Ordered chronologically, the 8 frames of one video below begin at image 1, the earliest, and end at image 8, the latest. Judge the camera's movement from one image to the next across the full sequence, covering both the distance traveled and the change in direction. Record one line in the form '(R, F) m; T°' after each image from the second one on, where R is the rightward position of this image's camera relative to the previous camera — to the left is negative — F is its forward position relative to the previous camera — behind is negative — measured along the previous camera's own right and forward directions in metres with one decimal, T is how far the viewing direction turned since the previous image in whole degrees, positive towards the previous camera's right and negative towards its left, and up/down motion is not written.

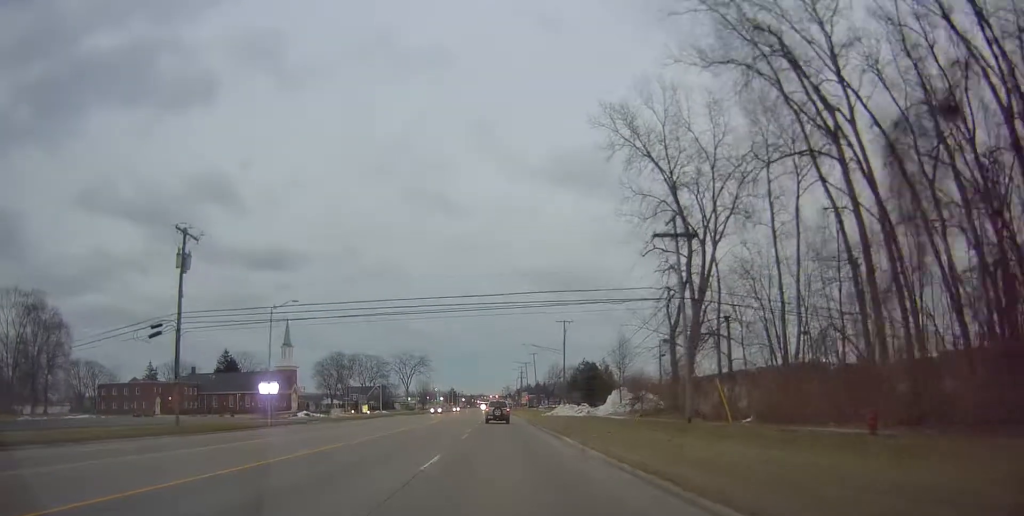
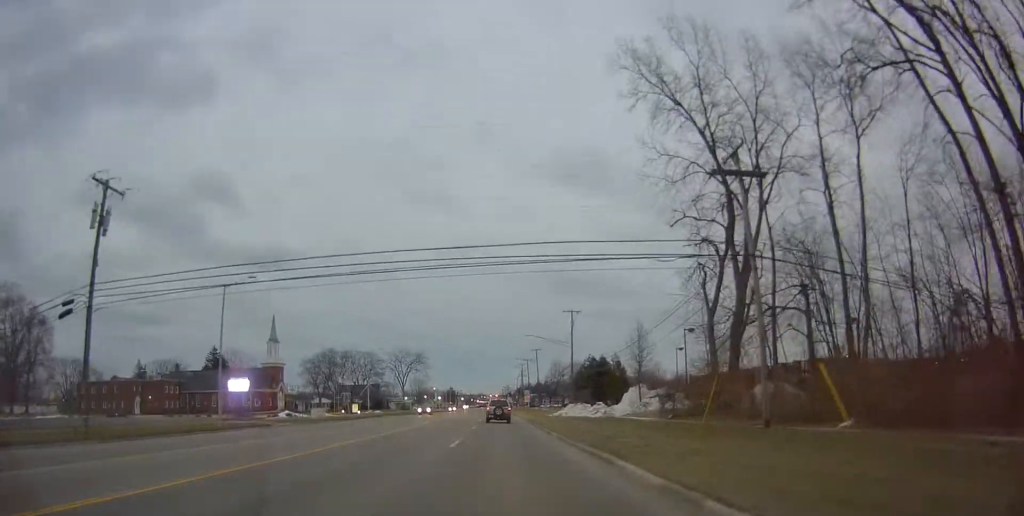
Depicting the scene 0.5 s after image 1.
(-0.1, +8.8) m; 0°
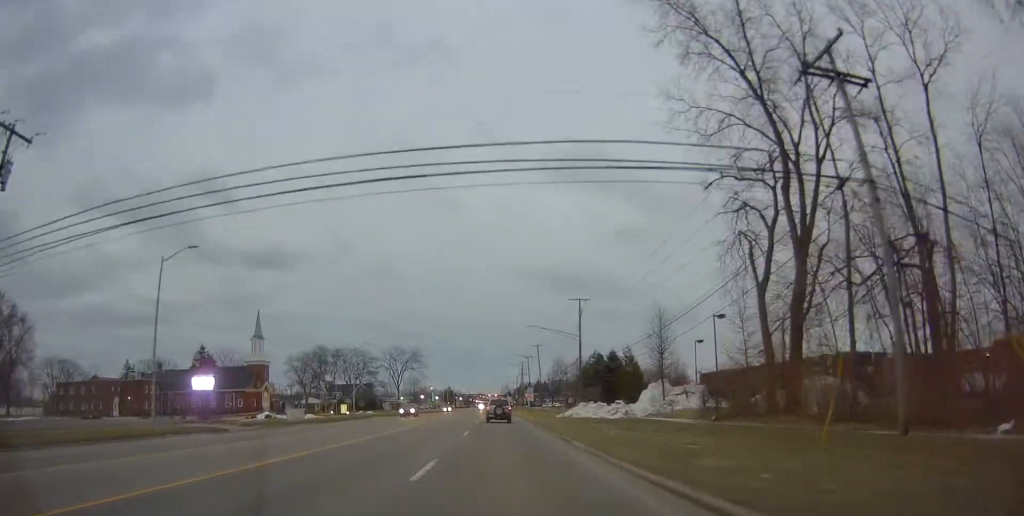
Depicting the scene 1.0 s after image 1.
(+0.3, +8.2) m; 0°
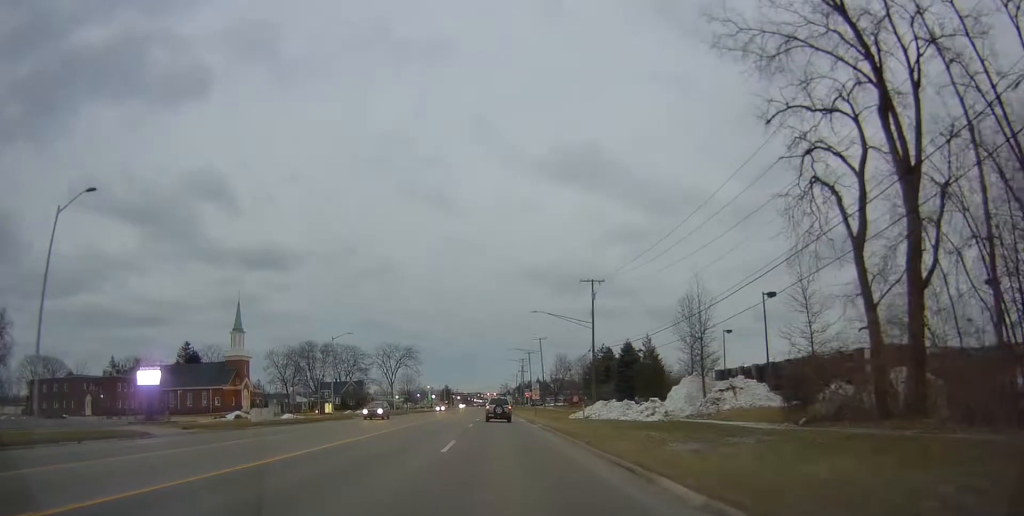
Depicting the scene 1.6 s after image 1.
(0.0, +9.7) m; 0°
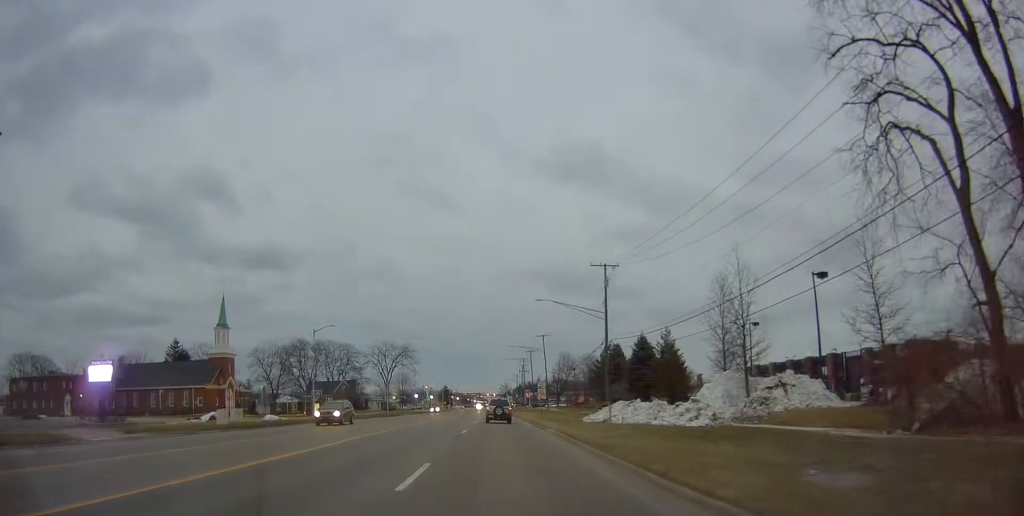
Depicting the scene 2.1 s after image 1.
(-0.2, +6.9) m; 0°
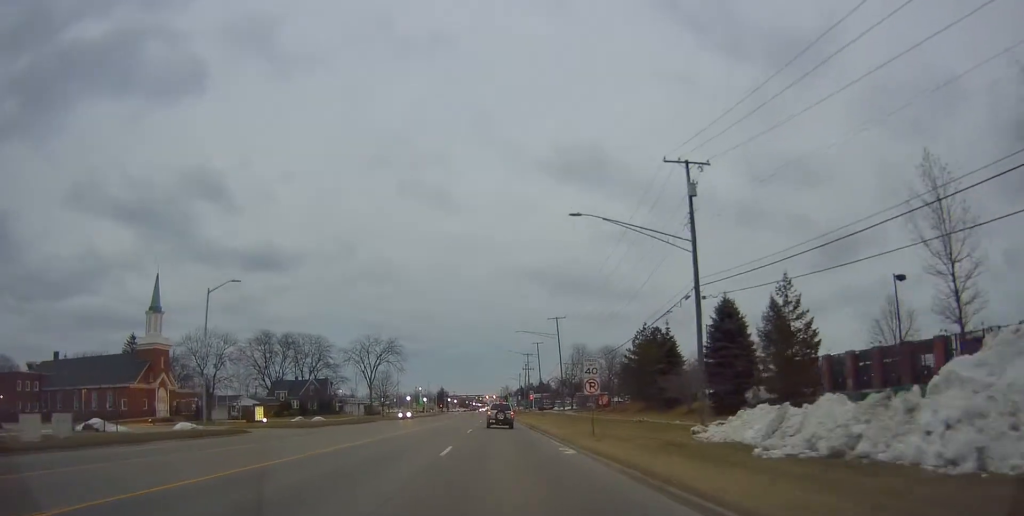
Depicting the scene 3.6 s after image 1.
(+0.3, +23.8) m; 0°
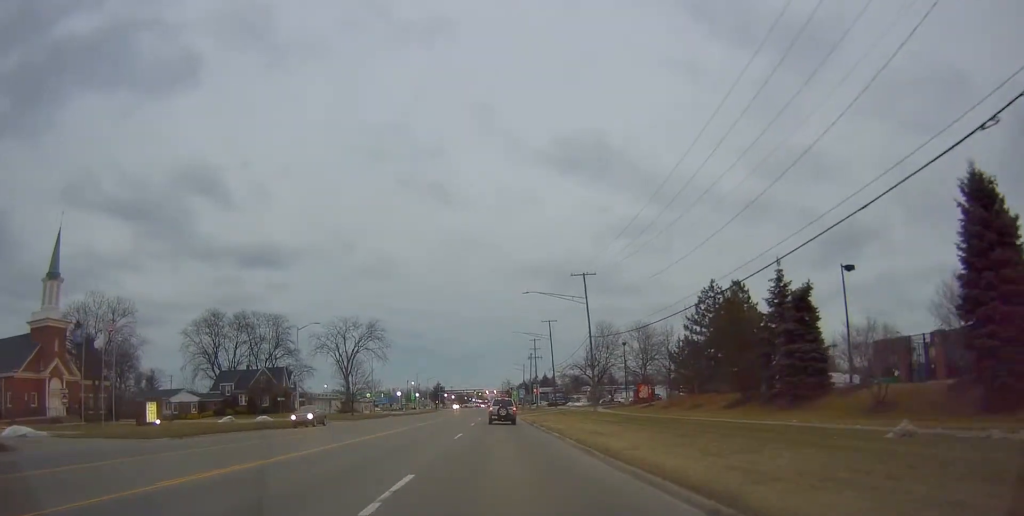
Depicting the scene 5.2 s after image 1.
(0.0, +25.0) m; 0°
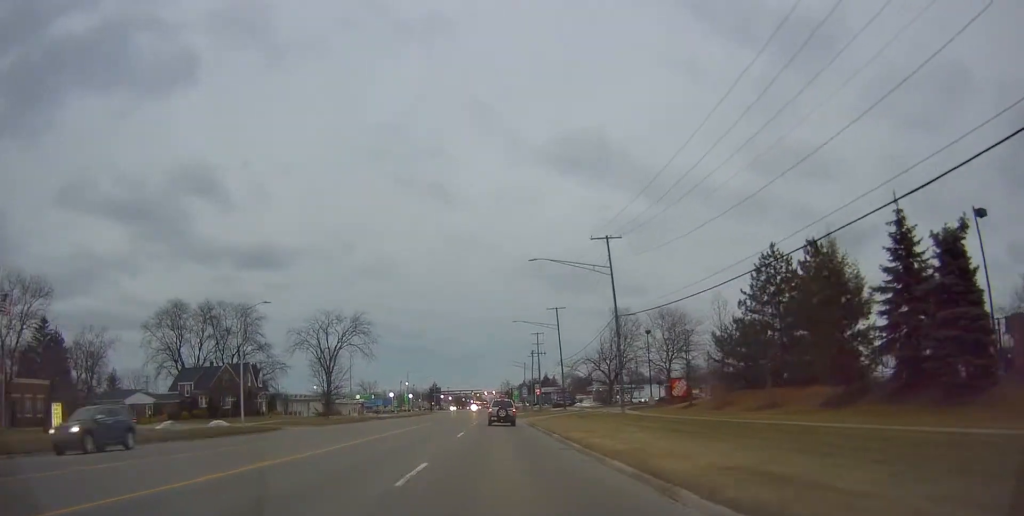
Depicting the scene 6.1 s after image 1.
(-0.3, +12.9) m; 0°
